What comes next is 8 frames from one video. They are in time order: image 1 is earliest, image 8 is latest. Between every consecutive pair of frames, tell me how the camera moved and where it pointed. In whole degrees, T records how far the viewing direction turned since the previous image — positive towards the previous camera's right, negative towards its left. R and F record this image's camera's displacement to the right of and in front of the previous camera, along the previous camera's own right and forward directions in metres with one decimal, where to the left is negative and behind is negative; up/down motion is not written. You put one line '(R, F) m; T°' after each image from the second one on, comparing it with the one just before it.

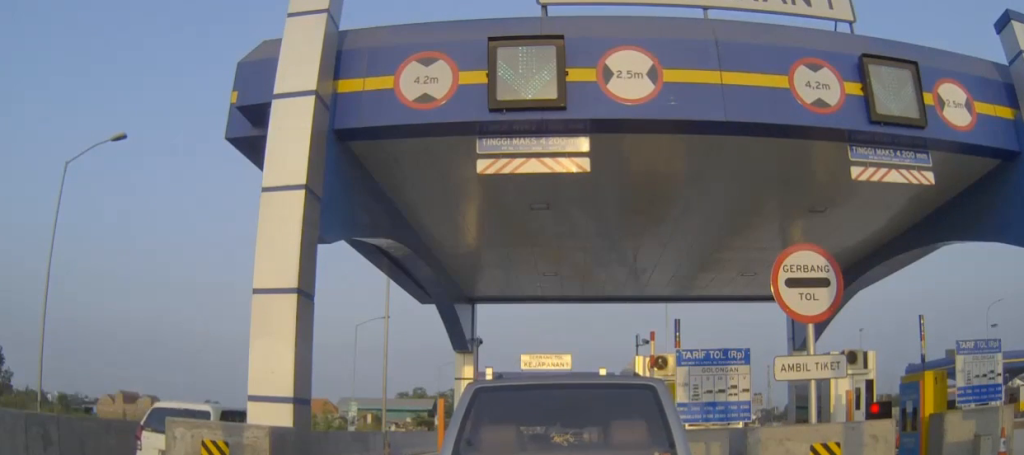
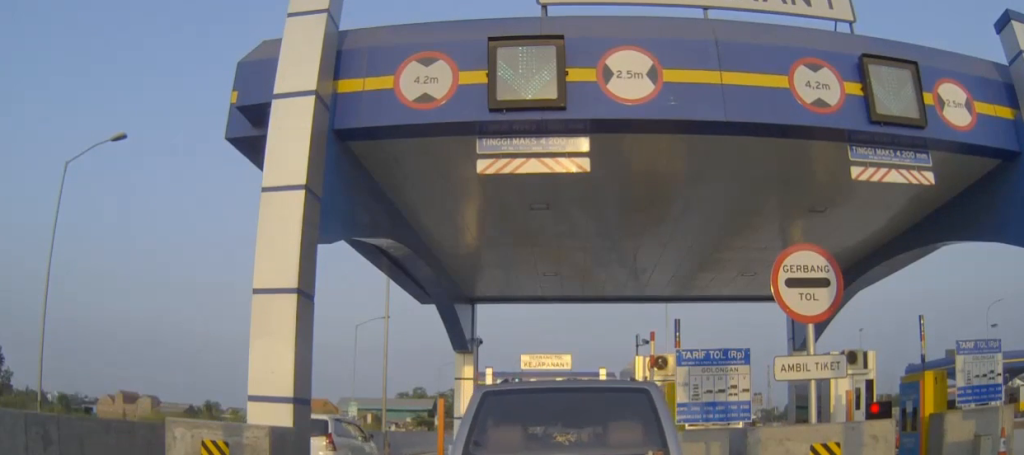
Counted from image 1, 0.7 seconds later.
(0.0, 0.0) m; 0°
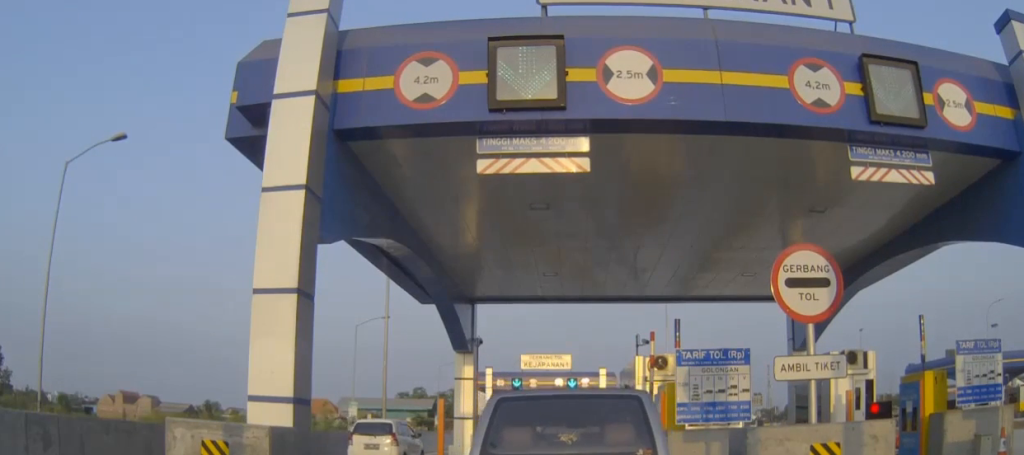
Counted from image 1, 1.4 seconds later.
(0.0, 0.0) m; 0°
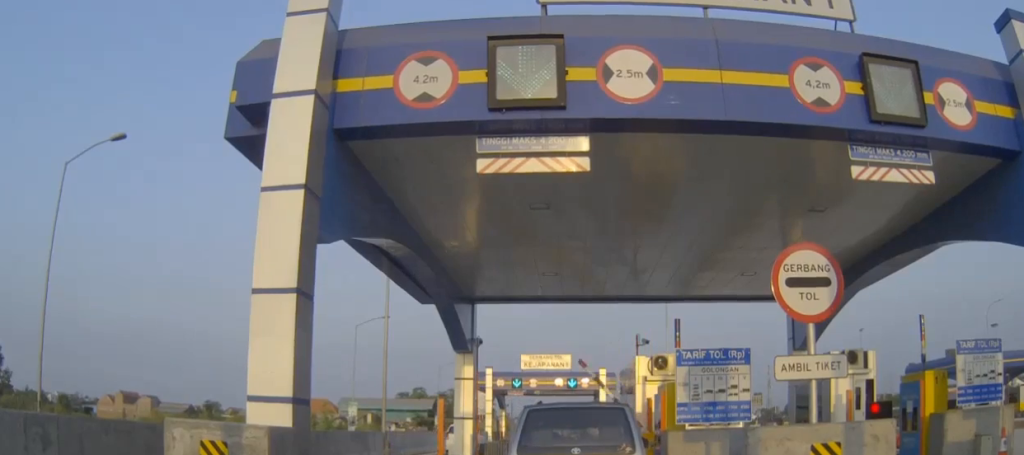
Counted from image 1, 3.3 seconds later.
(0.0, 0.0) m; 0°
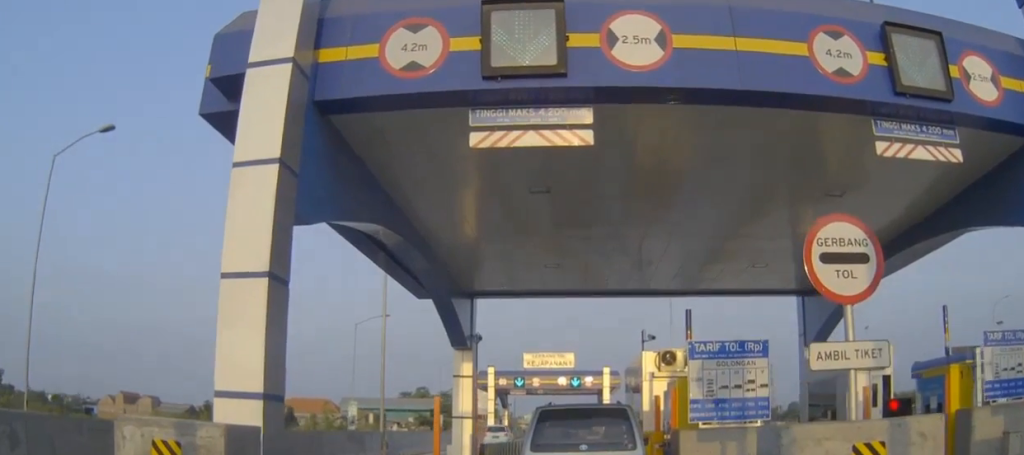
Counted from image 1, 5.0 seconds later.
(-0.1, +0.4) m; 0°
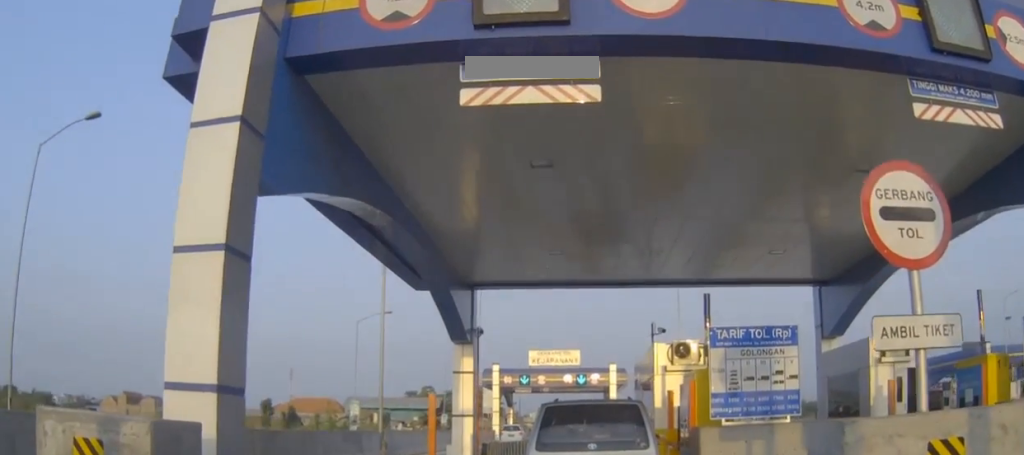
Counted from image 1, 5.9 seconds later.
(-0.1, +0.9) m; 0°
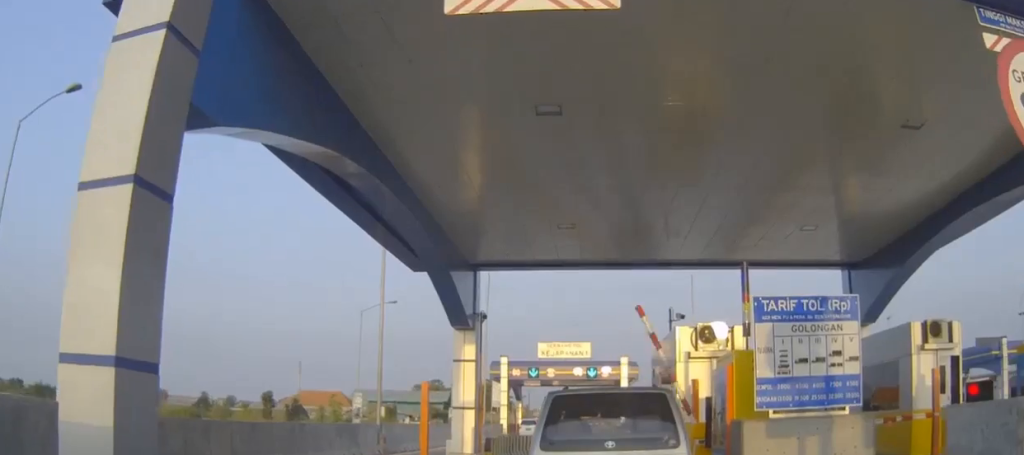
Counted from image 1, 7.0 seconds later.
(-0.1, +1.7) m; 0°
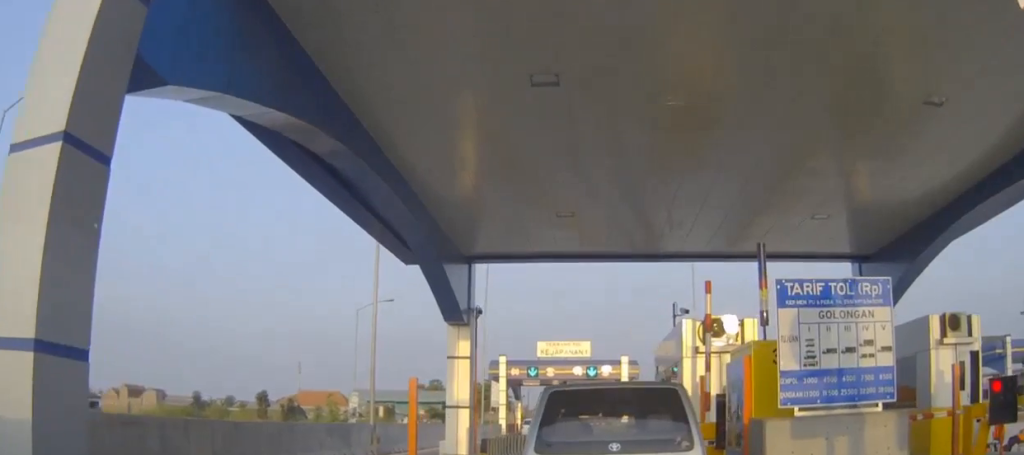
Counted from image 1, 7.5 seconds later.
(+0.1, +0.7) m; 0°
